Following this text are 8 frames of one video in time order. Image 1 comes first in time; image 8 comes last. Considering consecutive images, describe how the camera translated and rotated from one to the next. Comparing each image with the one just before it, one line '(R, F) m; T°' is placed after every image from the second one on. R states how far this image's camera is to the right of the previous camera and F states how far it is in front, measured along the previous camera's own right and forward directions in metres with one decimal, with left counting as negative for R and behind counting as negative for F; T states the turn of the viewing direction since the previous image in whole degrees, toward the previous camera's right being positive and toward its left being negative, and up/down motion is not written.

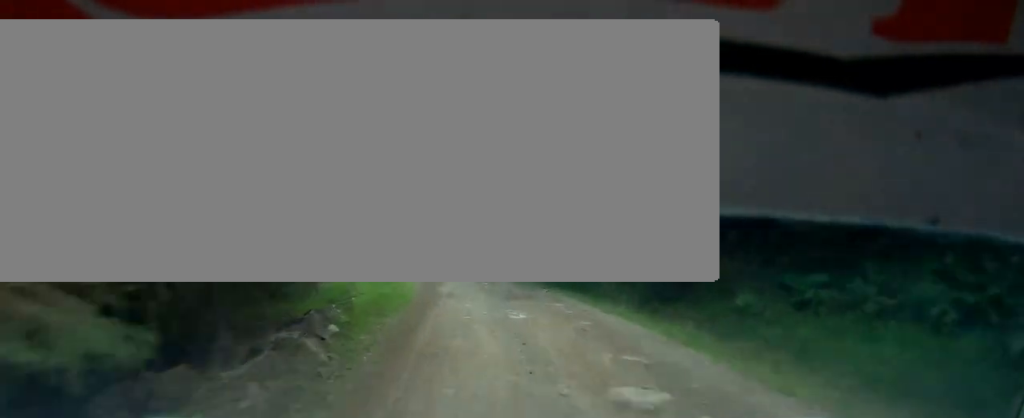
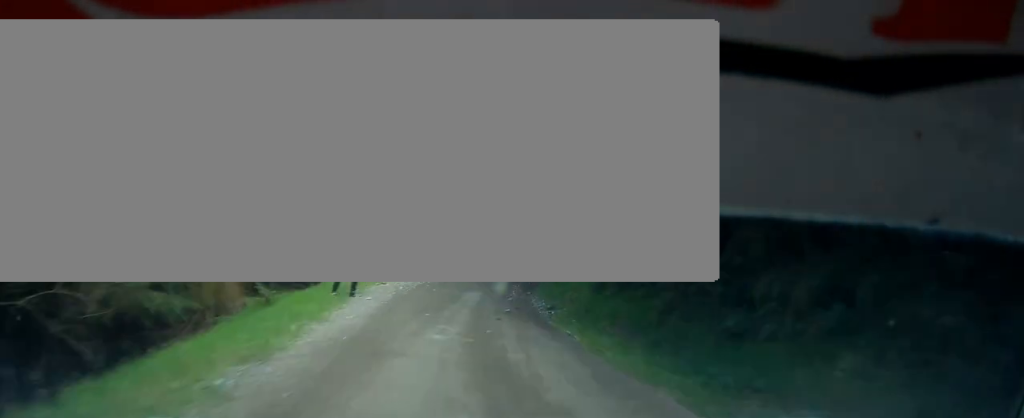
(+1.0, +14.7) m; +6°
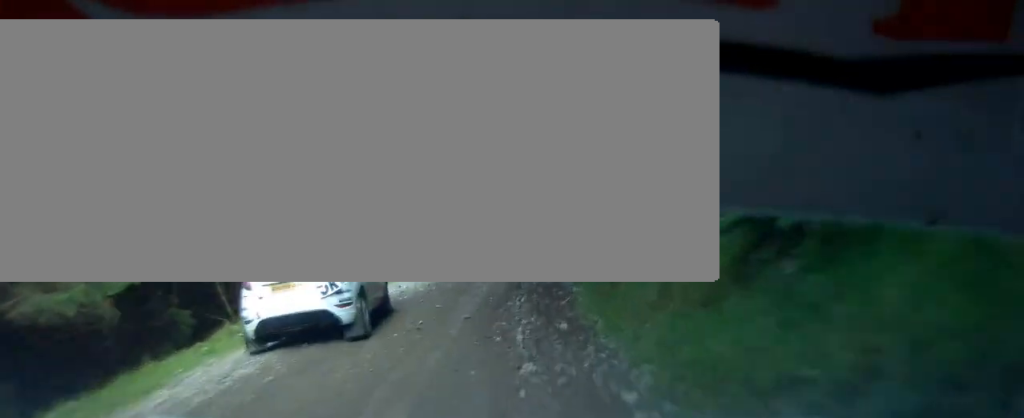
(+1.5, +18.6) m; +7°
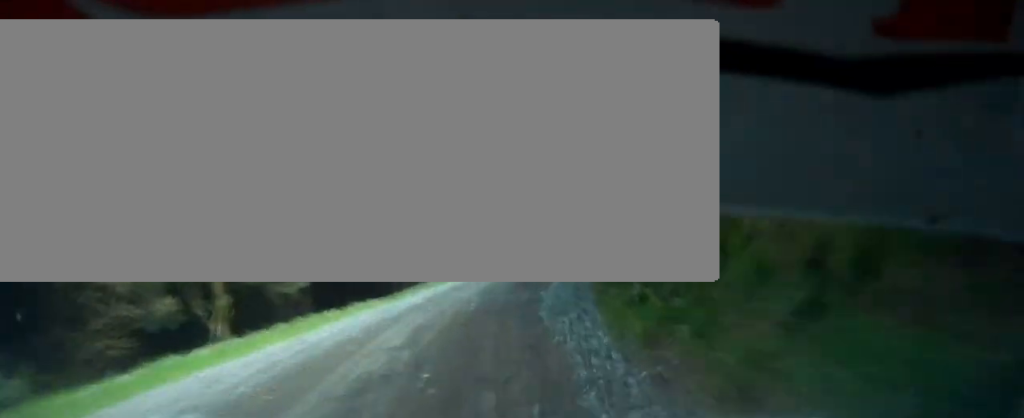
(+1.4, +22.0) m; +7°
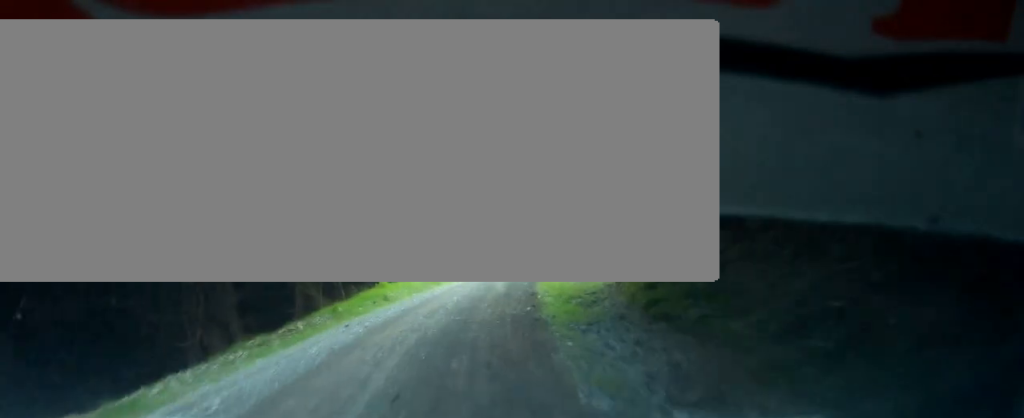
(+0.5, +17.6) m; +4°
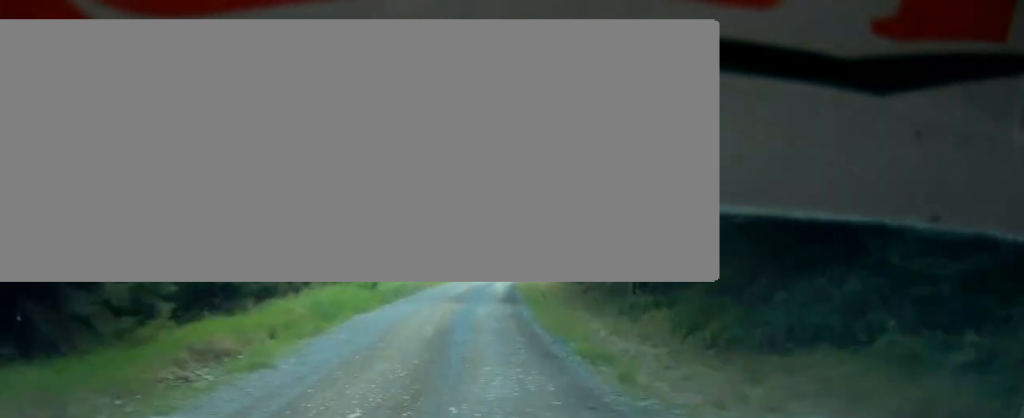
(+1.2, +33.5) m; -2°
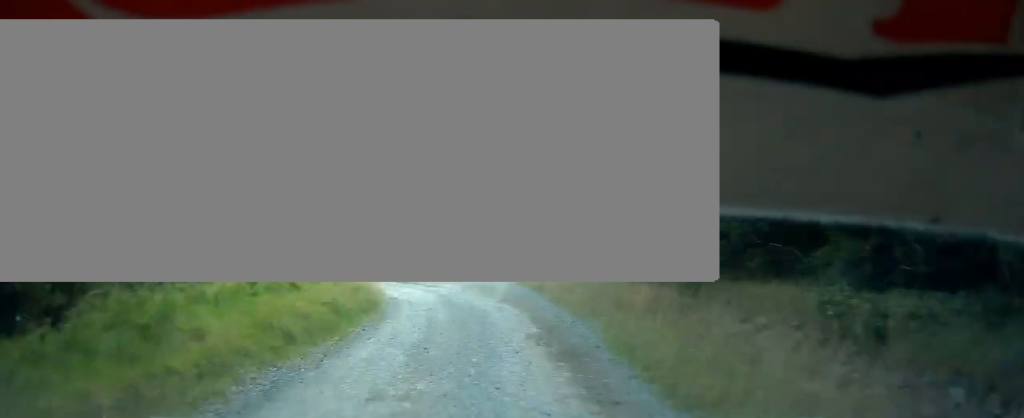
(-3.3, +32.2) m; -20°
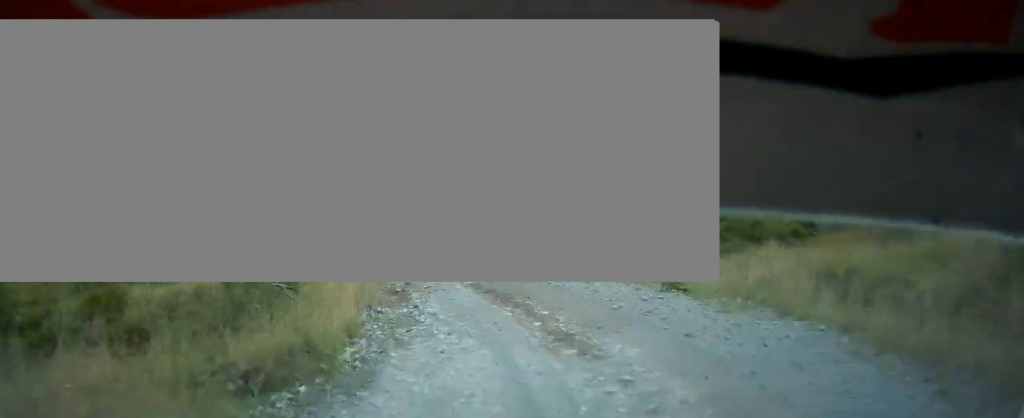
(-2.4, +15.8) m; -19°
